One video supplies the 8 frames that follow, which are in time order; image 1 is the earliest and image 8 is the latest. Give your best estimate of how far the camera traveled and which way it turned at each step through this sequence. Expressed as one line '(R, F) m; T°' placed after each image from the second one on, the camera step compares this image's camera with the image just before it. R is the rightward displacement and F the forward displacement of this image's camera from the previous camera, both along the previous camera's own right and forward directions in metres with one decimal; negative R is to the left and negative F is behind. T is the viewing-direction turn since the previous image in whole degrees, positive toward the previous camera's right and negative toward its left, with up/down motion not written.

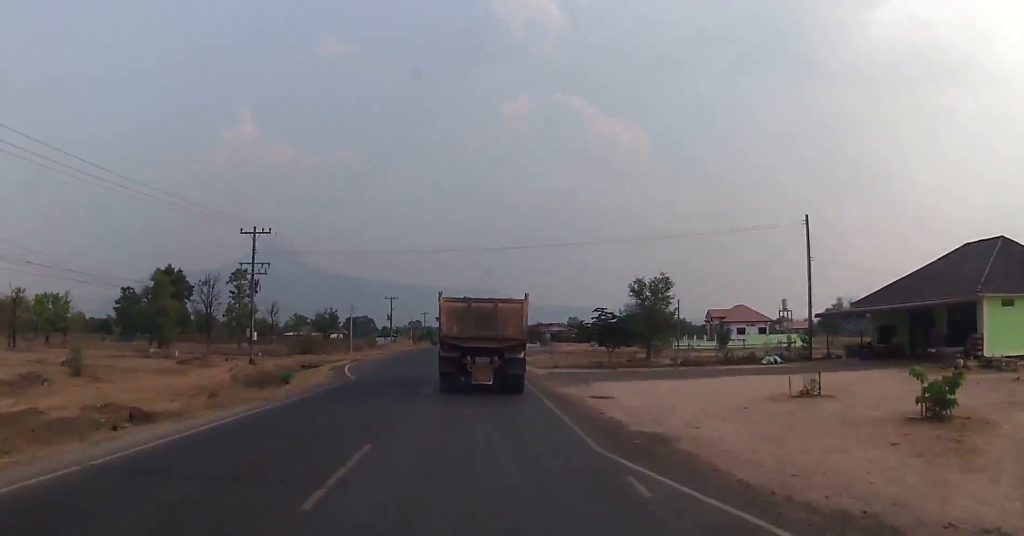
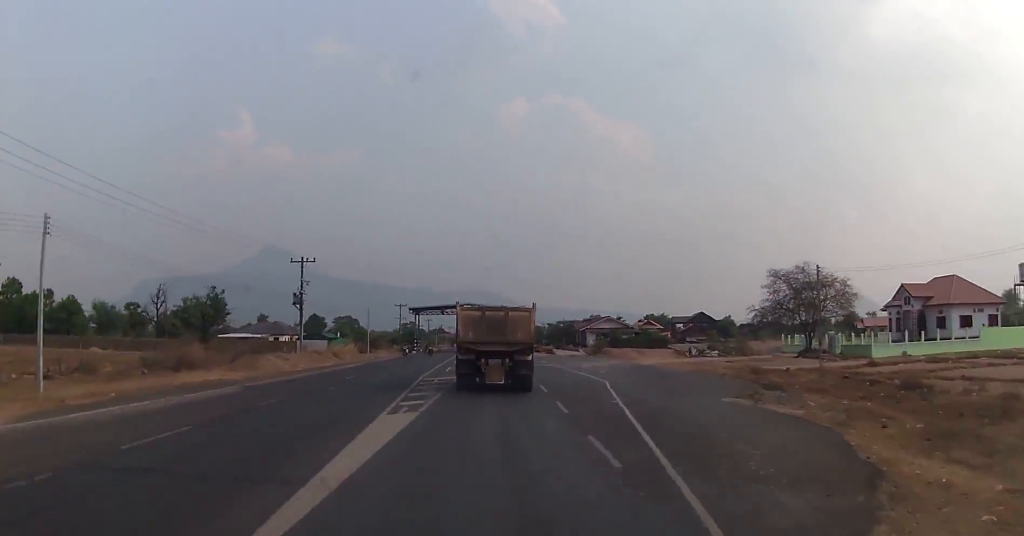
(-0.2, +63.1) m; -1°
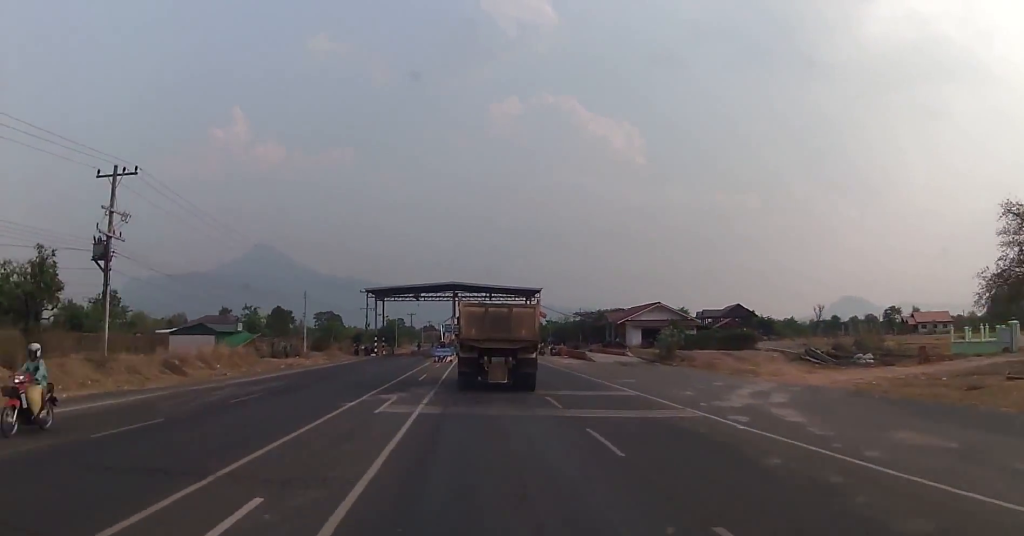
(-0.2, +29.2) m; 0°
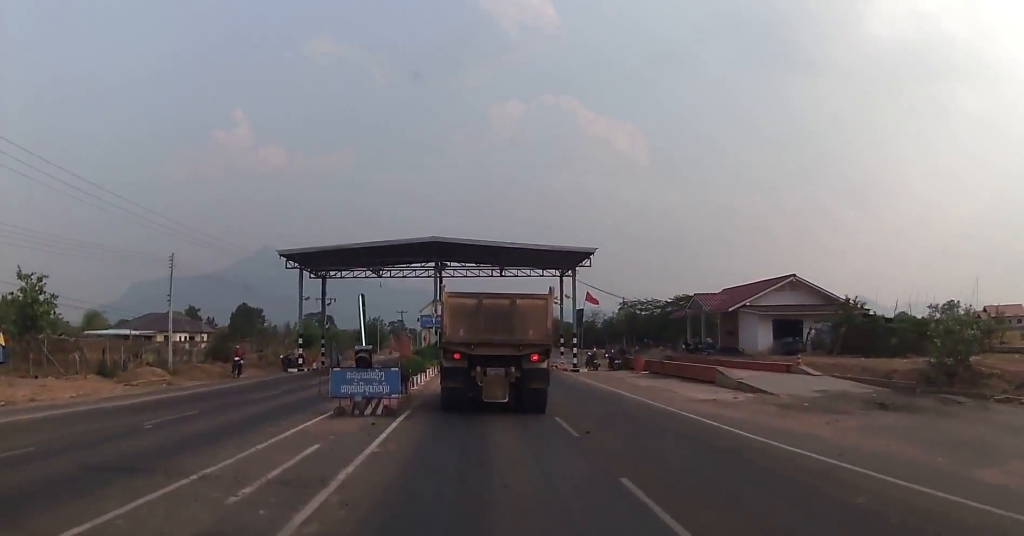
(+0.1, +26.7) m; 0°
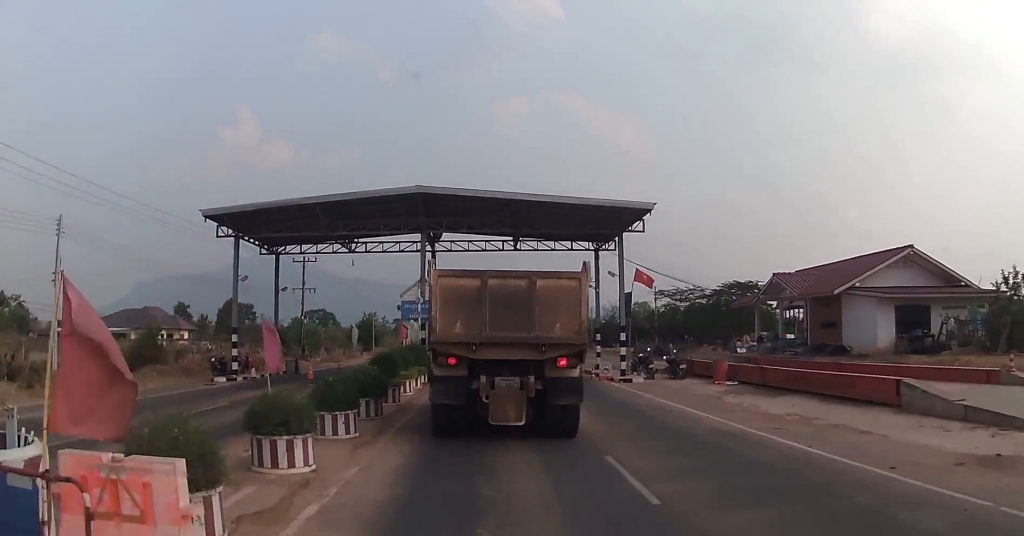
(+0.2, +12.2) m; +1°
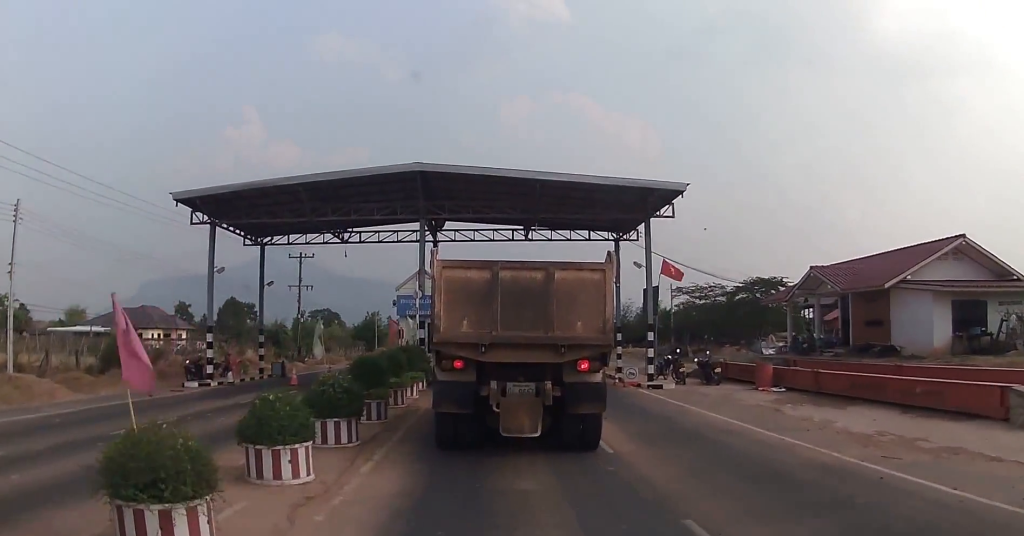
(-0.2, +4.4) m; +1°
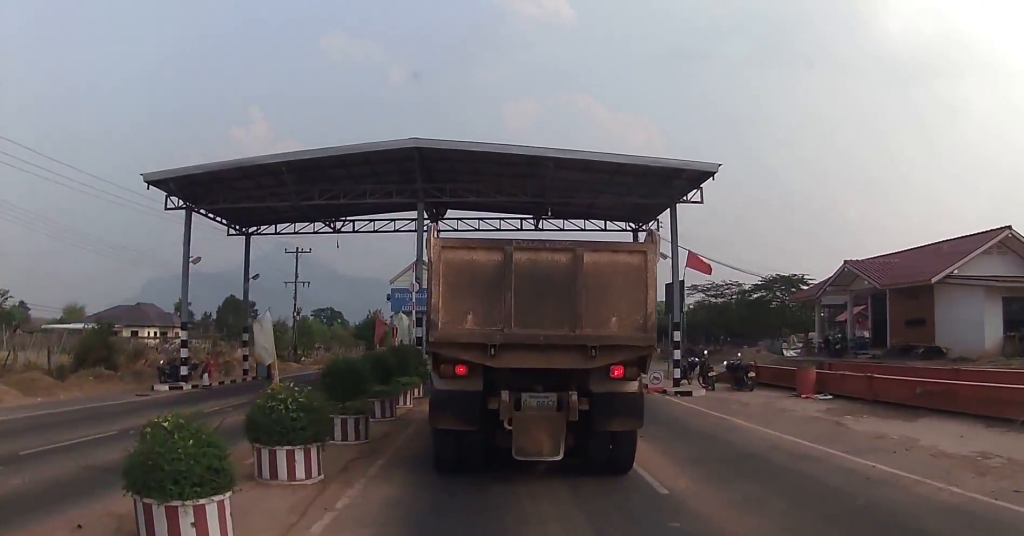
(-0.3, +4.8) m; +2°
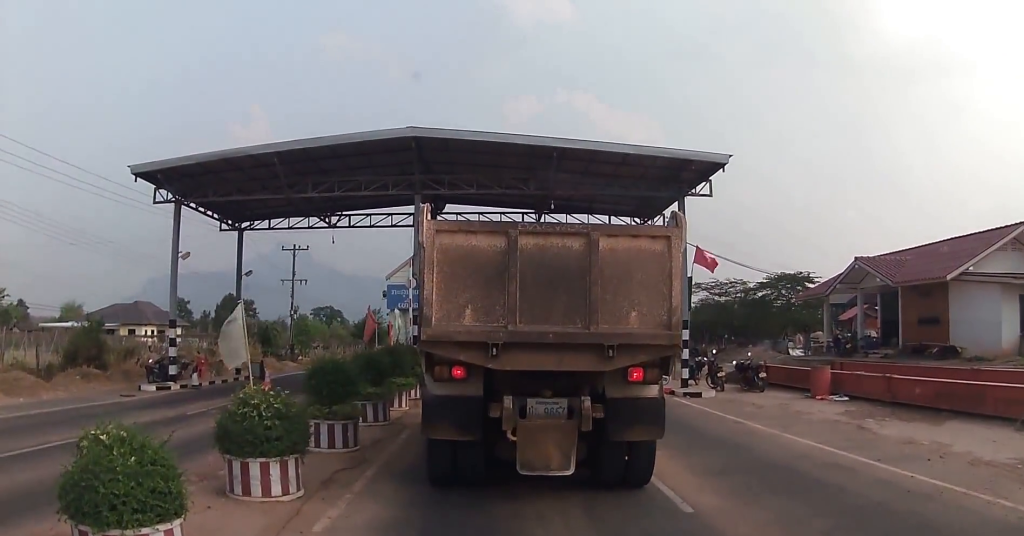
(+0.5, +1.9) m; +4°
